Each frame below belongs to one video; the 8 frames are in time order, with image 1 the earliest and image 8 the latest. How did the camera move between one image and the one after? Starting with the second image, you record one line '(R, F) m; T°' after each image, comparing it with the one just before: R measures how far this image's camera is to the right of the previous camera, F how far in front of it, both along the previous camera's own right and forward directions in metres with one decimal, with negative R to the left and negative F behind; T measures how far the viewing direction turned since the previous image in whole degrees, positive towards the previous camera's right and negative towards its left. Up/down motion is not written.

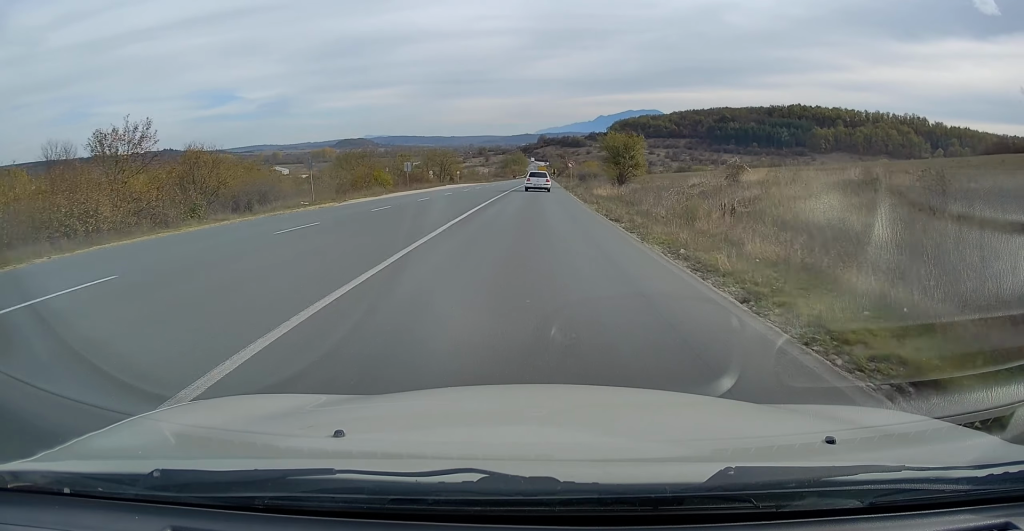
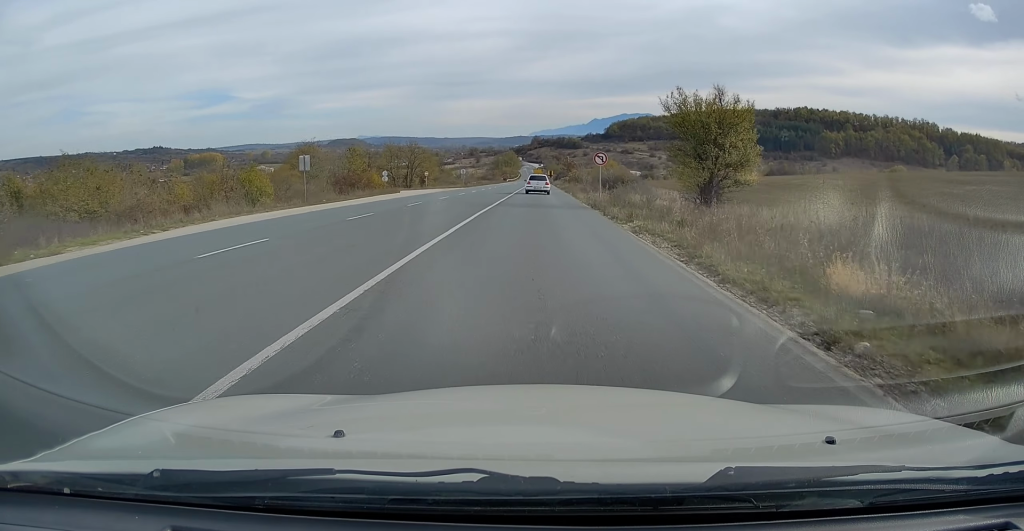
(+0.5, +30.4) m; +1°
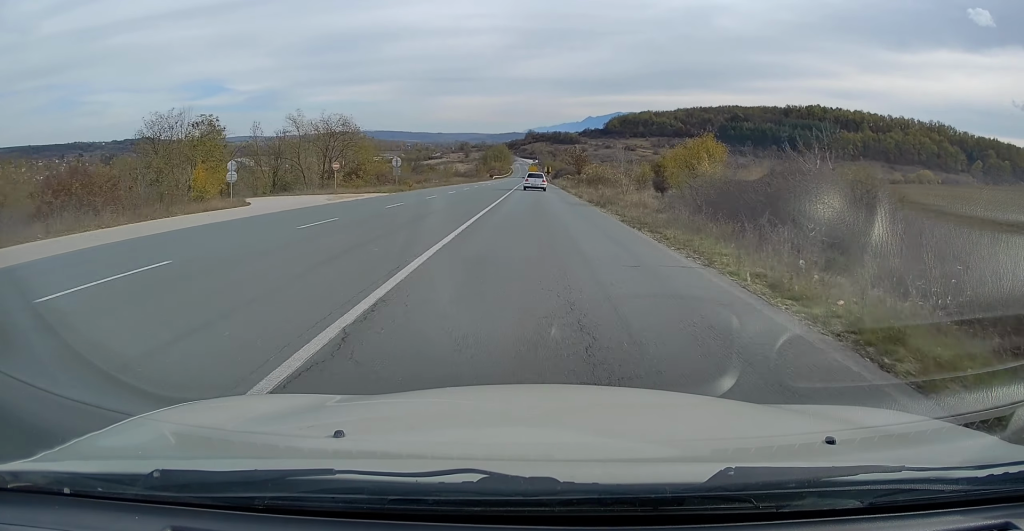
(0.0, +37.9) m; 0°
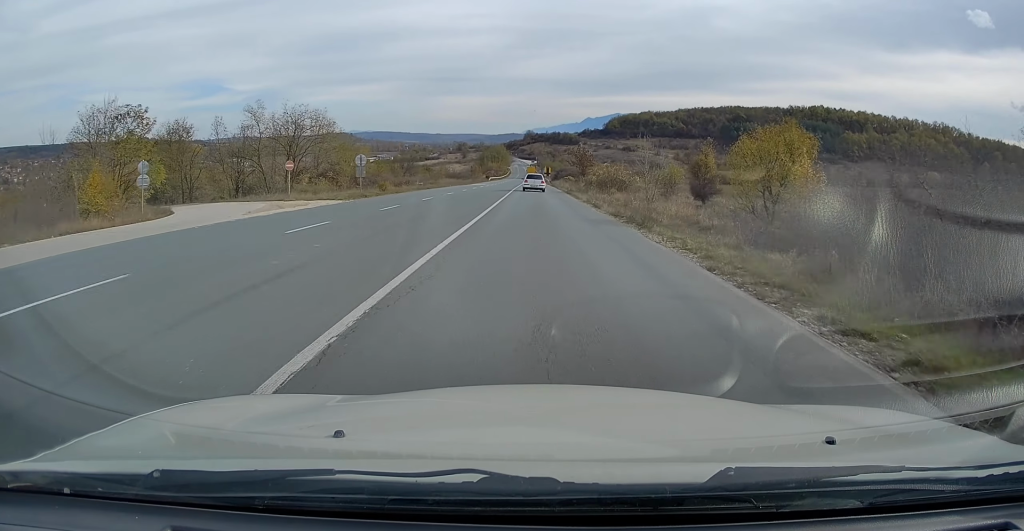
(0.0, +9.1) m; 0°
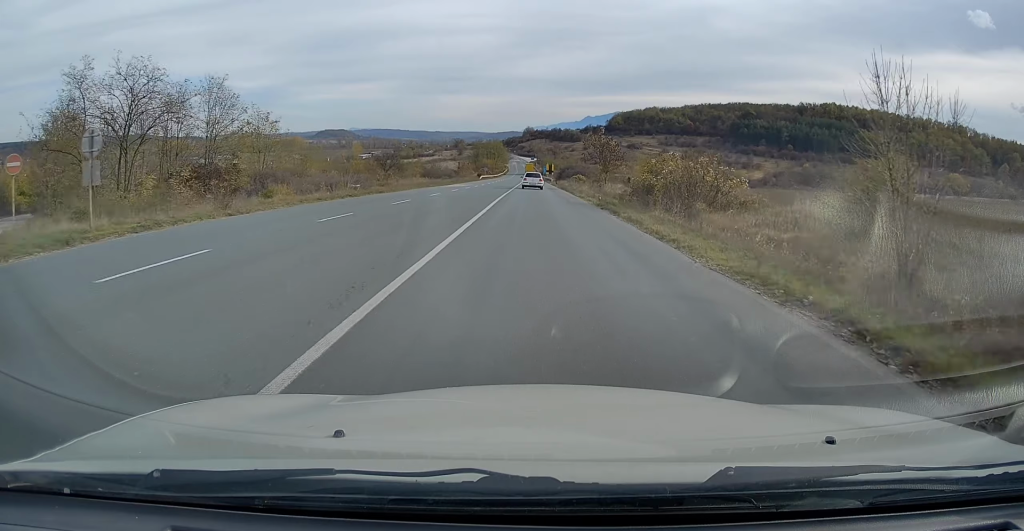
(0.0, +25.0) m; 0°
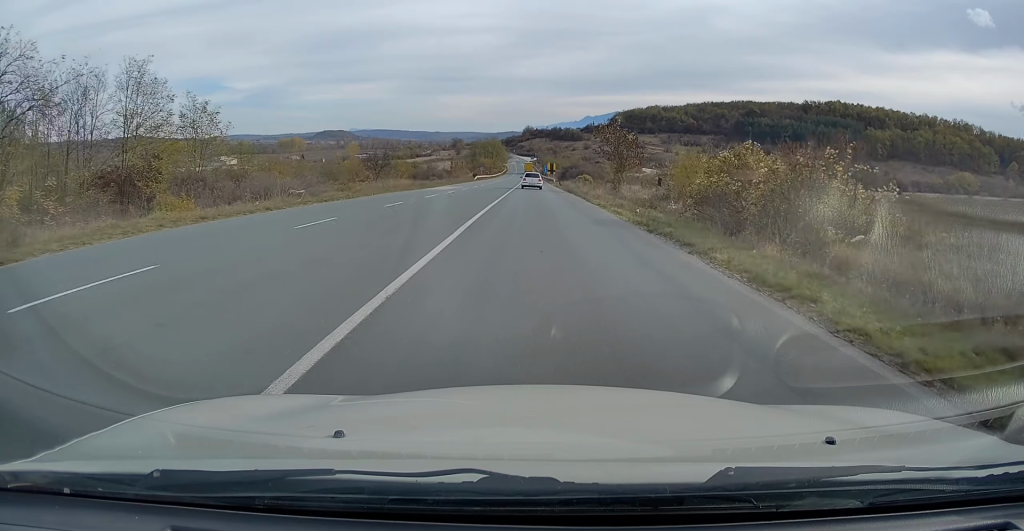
(0.0, +11.5) m; 0°
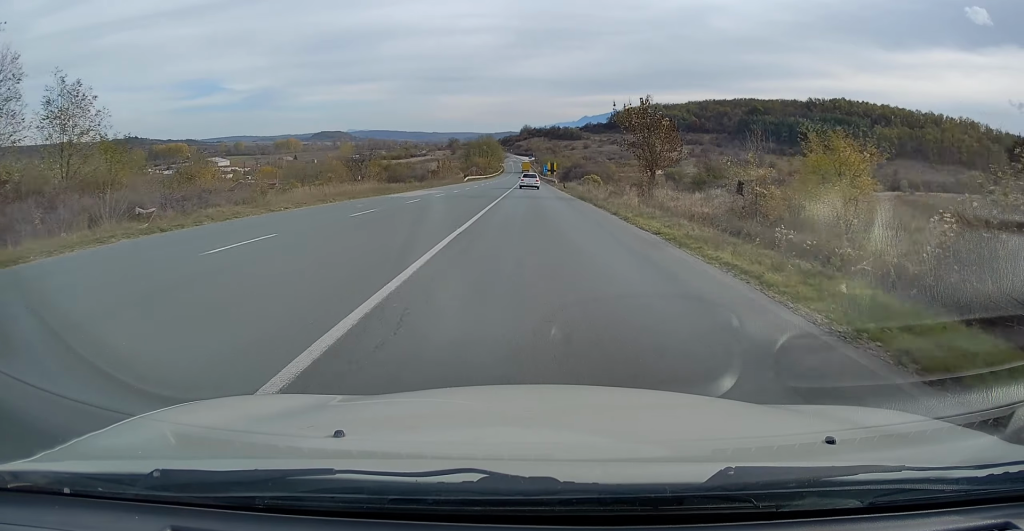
(-0.1, +14.1) m; 0°
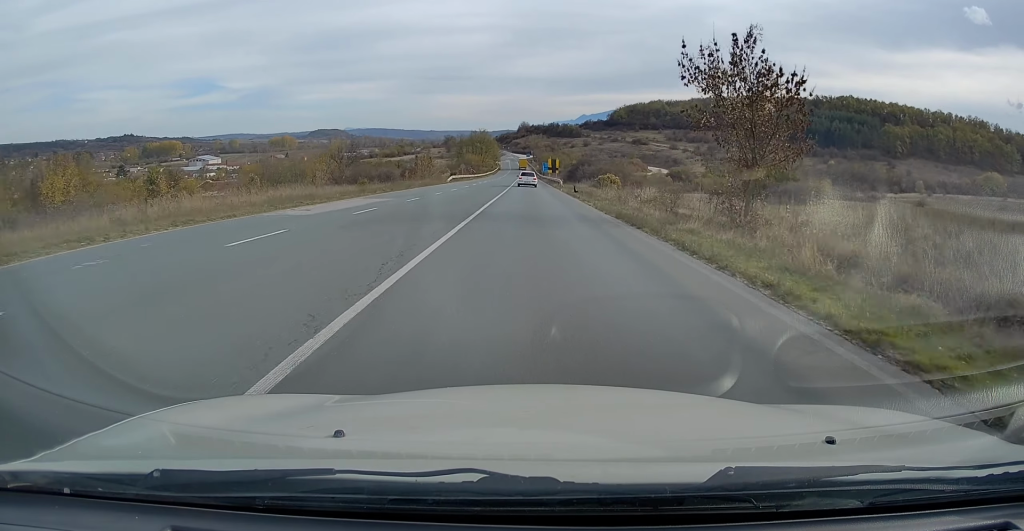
(+0.1, +17.6) m; +1°
